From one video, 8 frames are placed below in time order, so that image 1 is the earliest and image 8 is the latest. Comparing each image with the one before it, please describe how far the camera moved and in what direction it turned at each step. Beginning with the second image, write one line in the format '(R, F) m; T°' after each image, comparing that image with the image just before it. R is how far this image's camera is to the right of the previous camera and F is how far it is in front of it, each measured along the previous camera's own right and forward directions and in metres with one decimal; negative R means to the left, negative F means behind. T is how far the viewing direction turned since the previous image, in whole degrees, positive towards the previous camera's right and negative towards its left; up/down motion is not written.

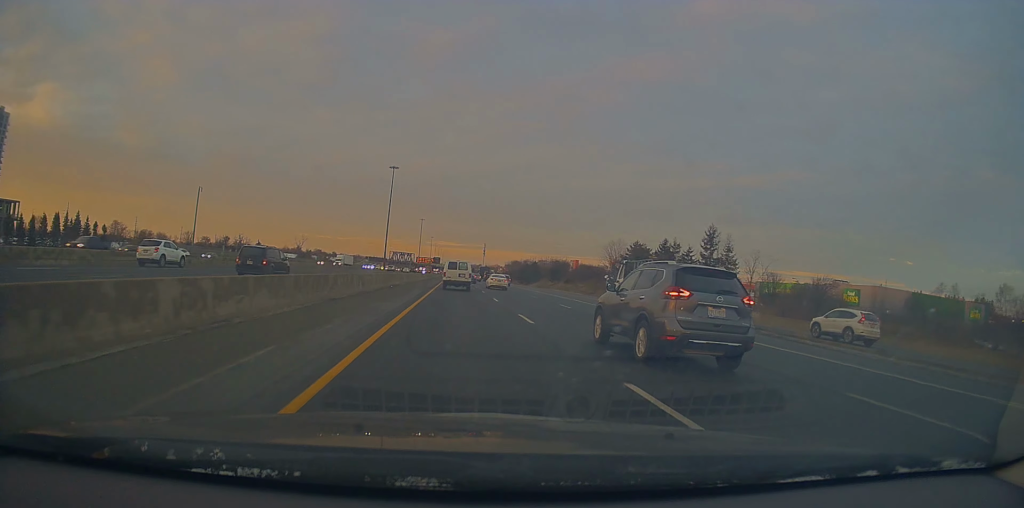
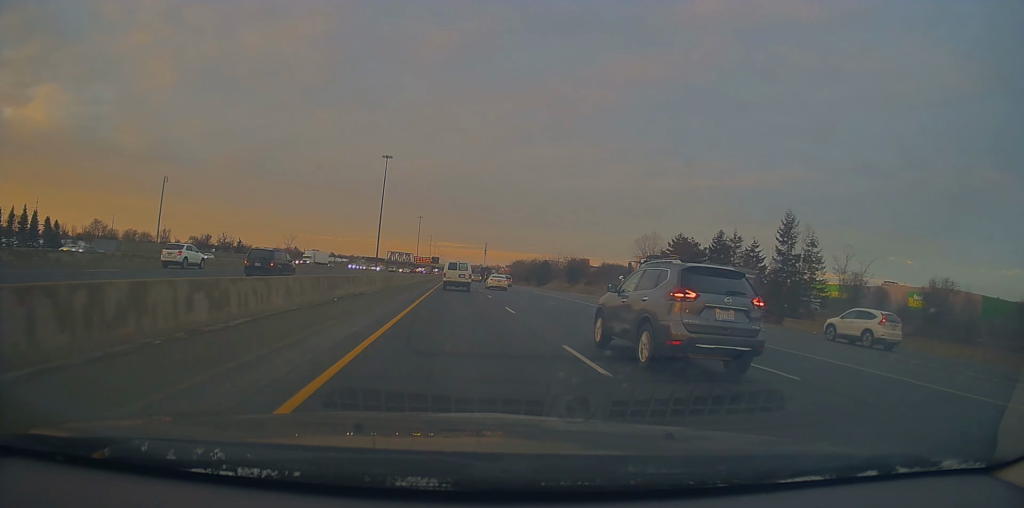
(+0.4, +19.8) m; +1°
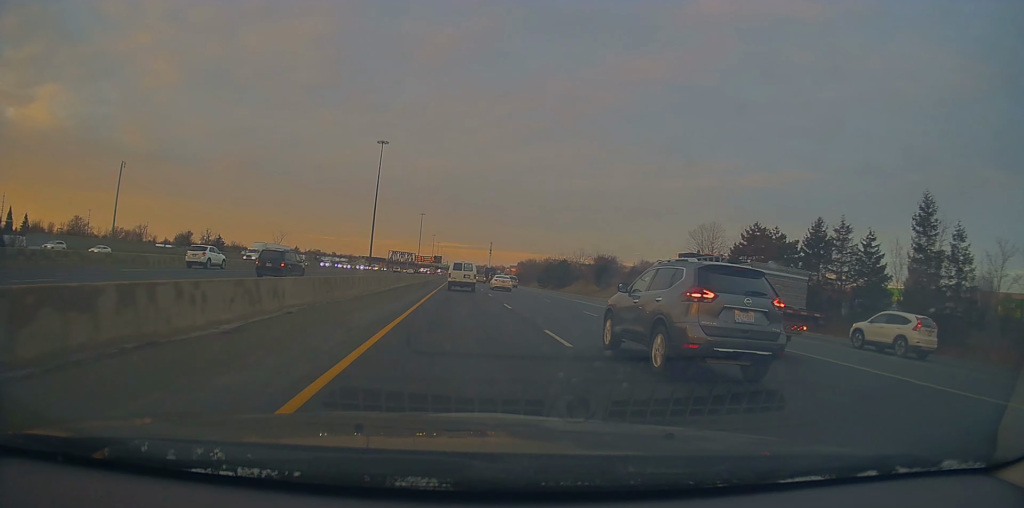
(-0.1, +20.9) m; 0°
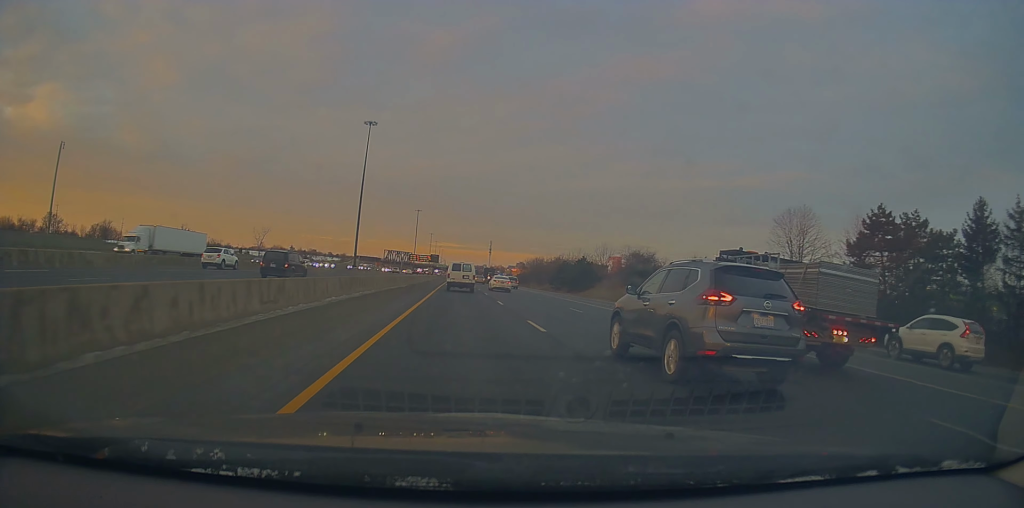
(0.0, +21.0) m; 0°
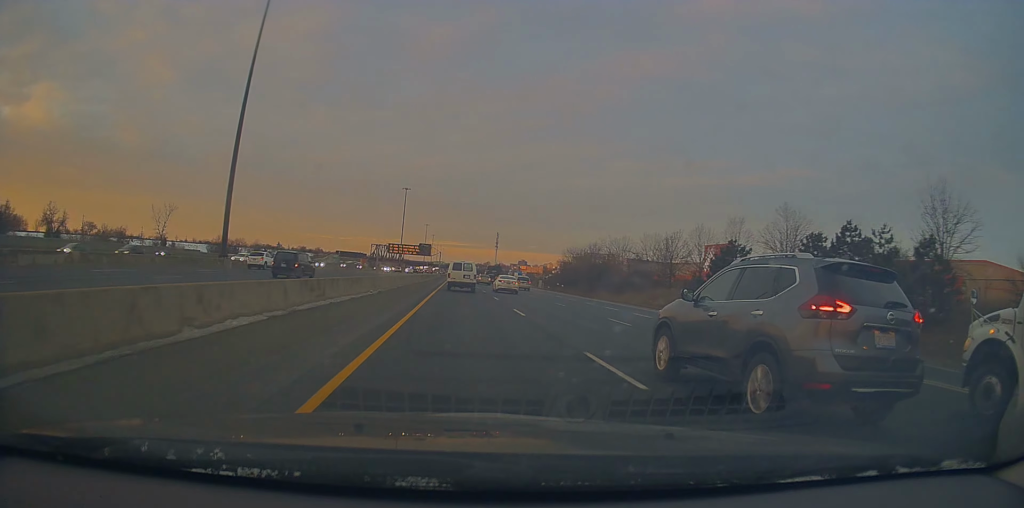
(-1.2, +78.5) m; 0°
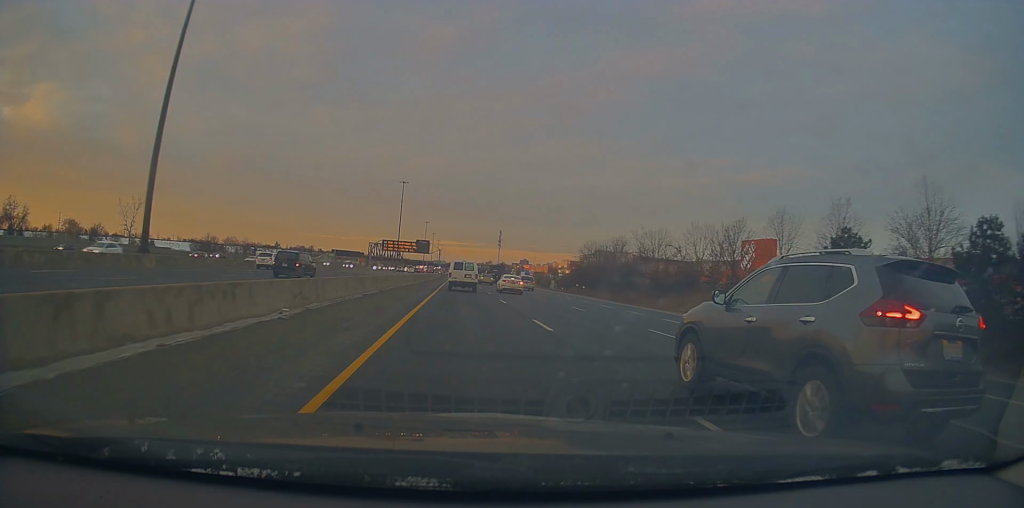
(0.0, +16.6) m; -1°
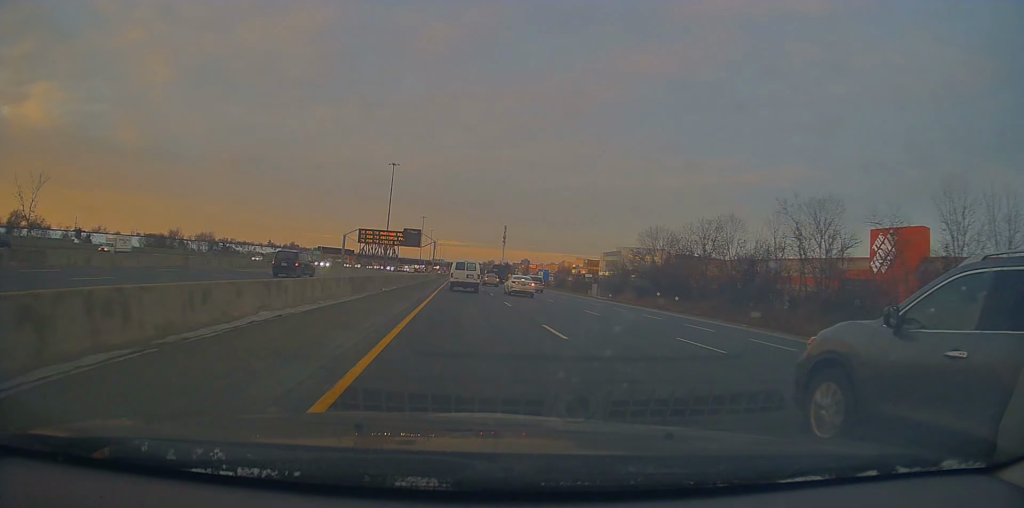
(-0.7, +38.0) m; -1°
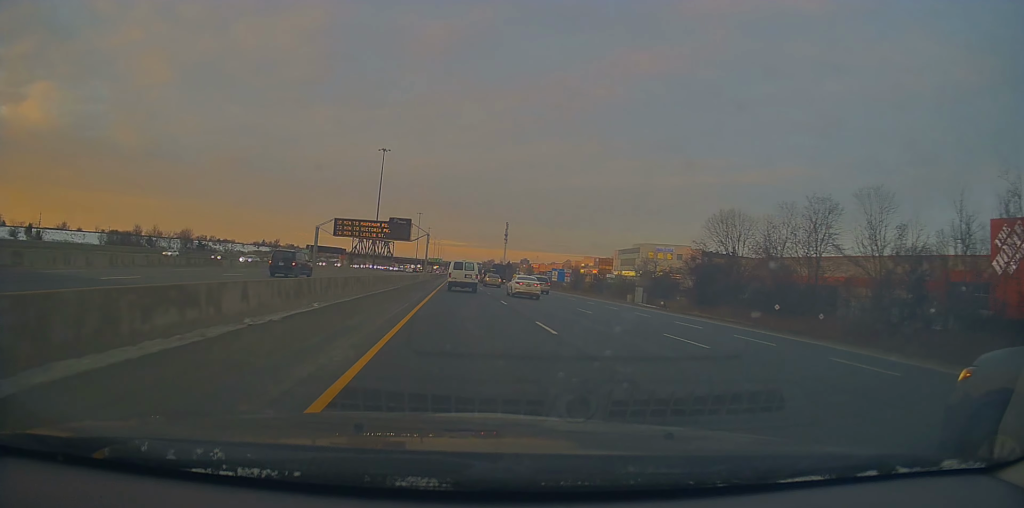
(+0.4, +22.5) m; 0°
